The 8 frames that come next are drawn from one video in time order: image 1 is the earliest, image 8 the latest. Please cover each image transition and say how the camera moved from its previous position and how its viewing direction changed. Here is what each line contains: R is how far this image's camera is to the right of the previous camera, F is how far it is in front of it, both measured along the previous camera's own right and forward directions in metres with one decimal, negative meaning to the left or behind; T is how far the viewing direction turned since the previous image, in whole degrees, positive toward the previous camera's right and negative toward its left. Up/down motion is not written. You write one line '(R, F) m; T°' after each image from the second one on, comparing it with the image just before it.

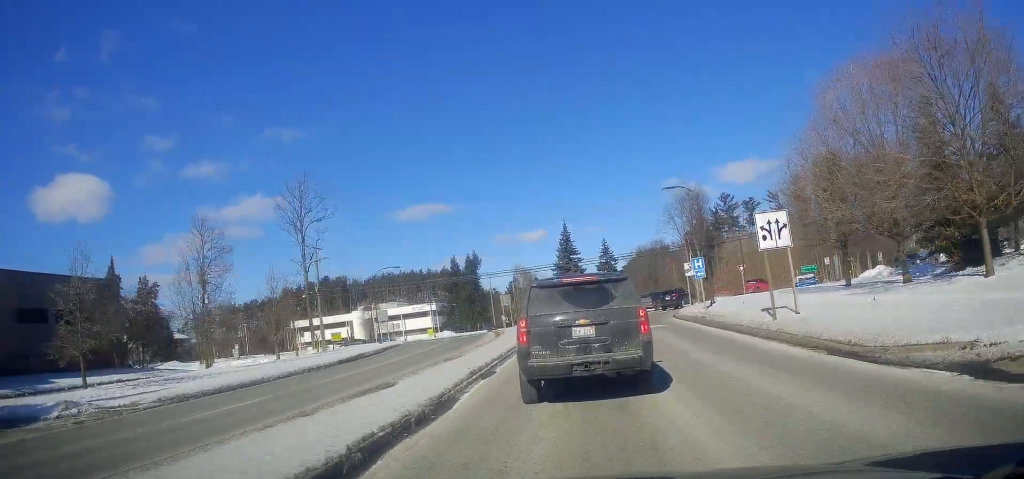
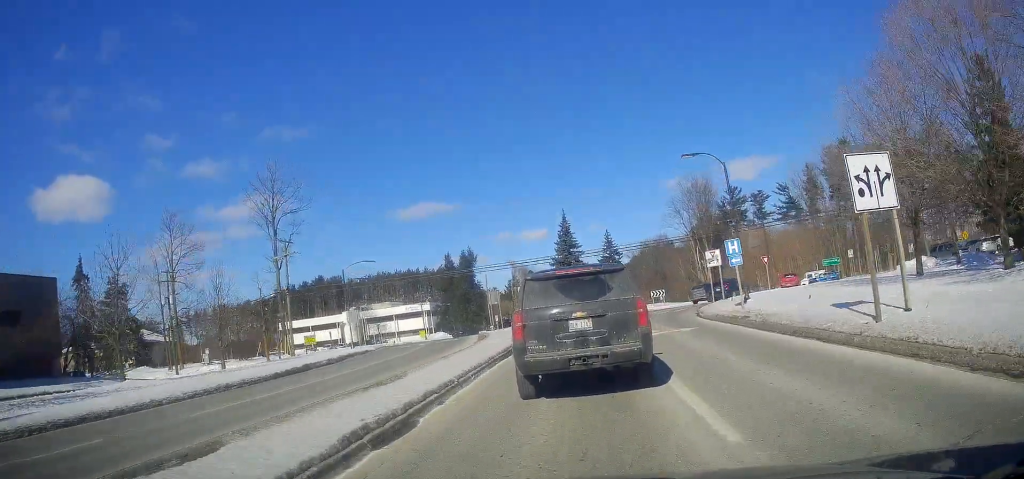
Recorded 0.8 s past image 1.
(-0.4, +7.1) m; +1°
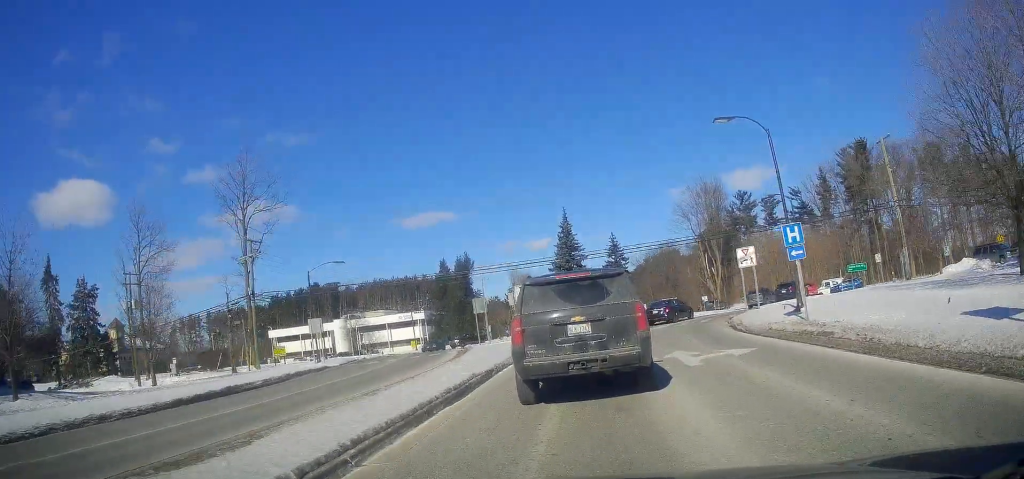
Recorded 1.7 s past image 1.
(+0.5, +7.0) m; +4°
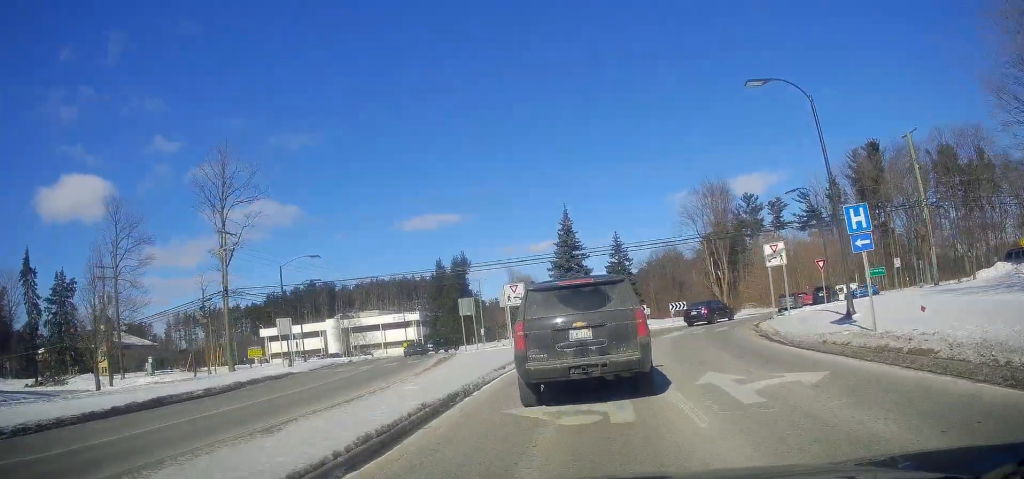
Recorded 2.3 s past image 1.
(0.0, +4.4) m; 0°
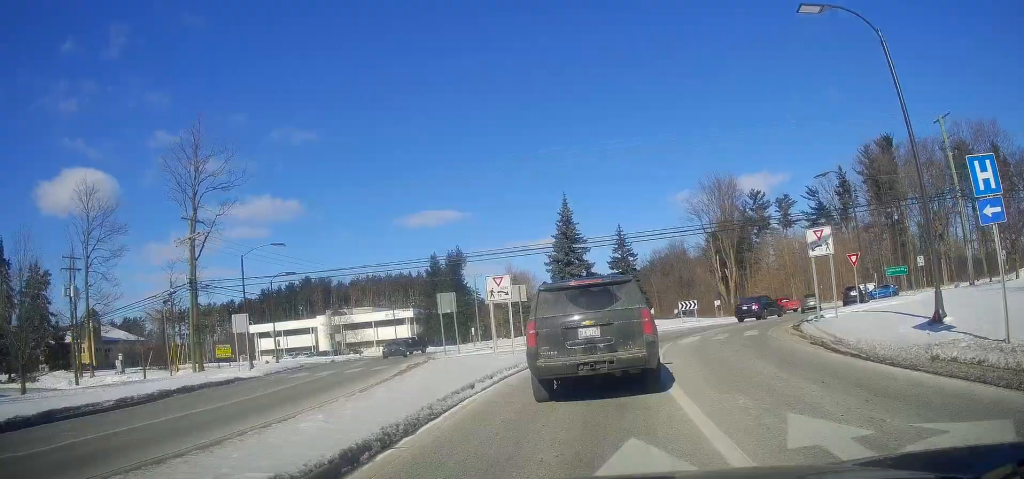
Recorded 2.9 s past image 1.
(0.0, +5.1) m; 0°
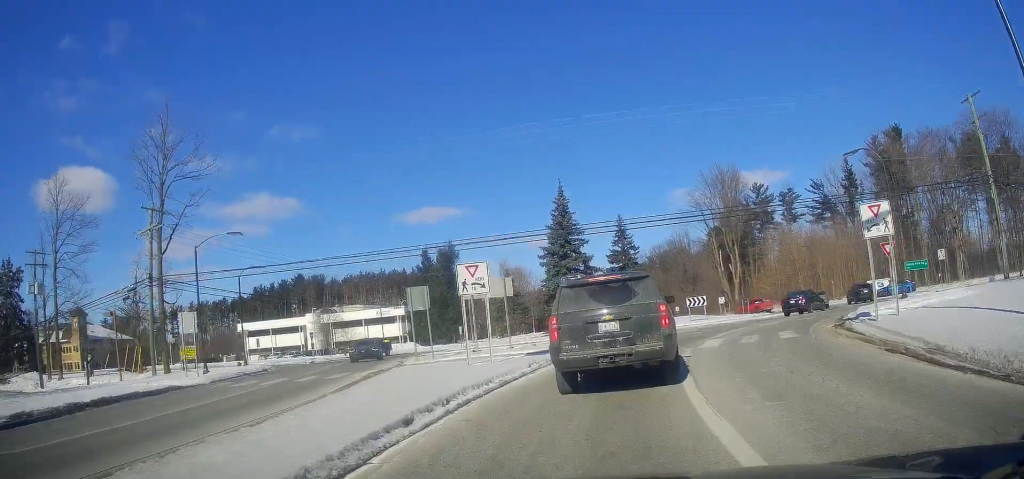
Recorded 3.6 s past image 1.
(0.0, +4.8) m; 0°
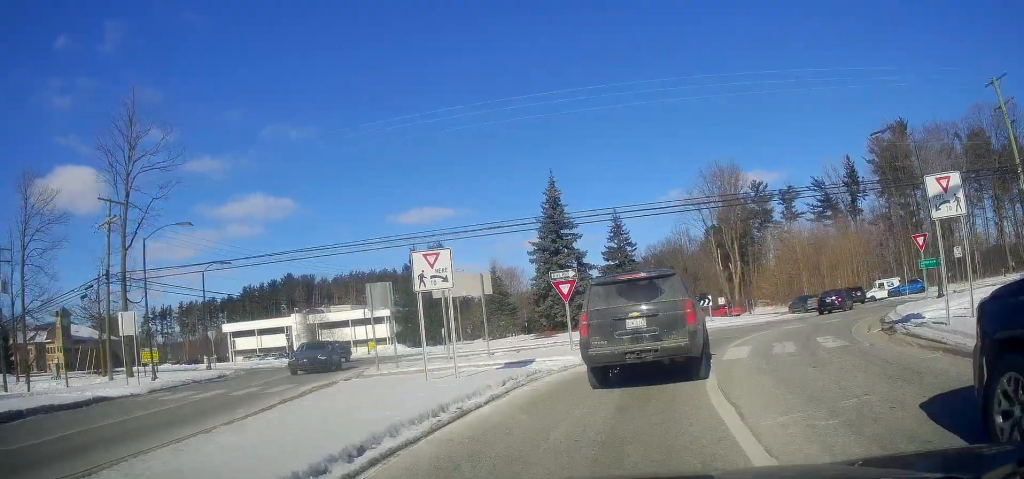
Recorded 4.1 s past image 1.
(0.0, +3.8) m; +2°
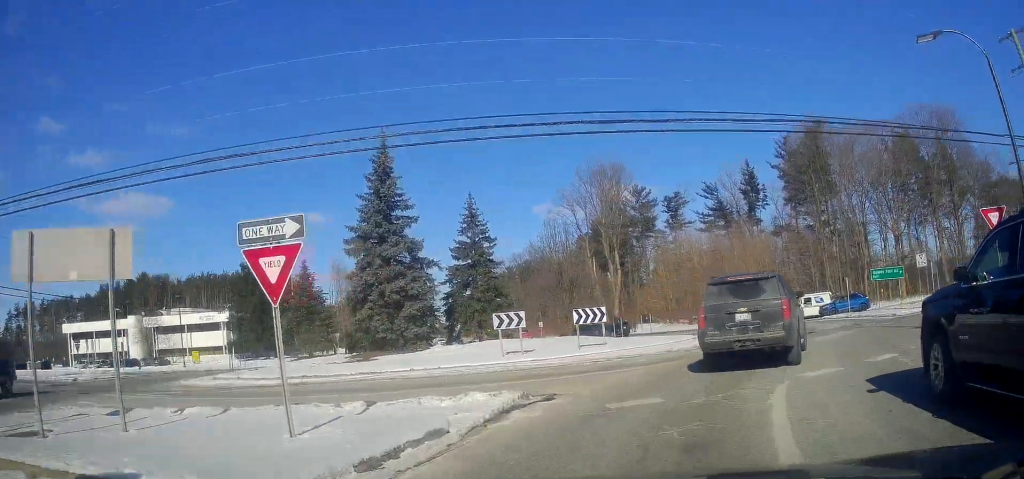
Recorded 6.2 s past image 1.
(+1.6, +13.0) m; +16°
